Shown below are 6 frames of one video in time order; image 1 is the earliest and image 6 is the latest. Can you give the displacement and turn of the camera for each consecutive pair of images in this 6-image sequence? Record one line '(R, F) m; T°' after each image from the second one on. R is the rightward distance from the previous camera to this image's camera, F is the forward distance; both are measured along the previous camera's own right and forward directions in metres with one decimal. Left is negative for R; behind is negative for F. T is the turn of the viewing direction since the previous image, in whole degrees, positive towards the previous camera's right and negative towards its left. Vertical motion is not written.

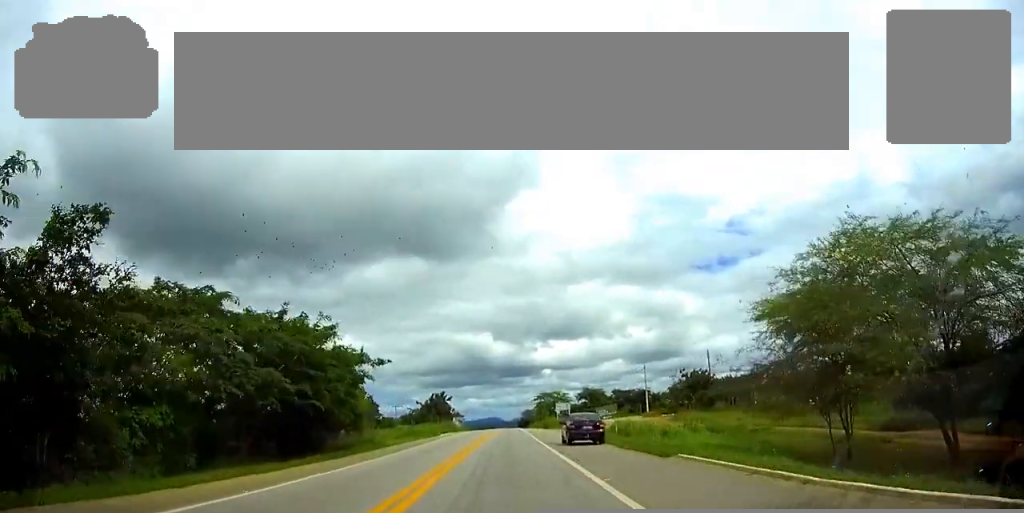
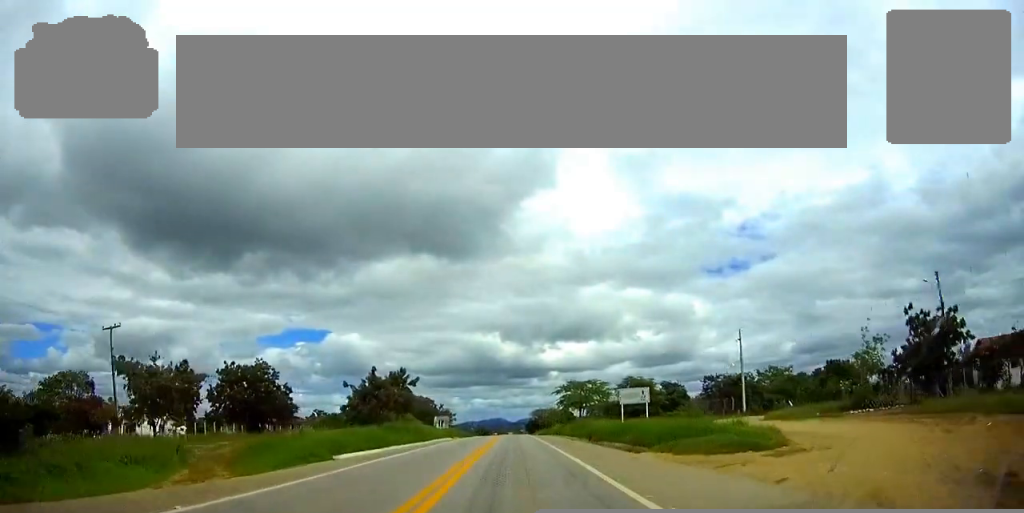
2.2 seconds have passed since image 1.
(0.0, +49.8) m; 0°
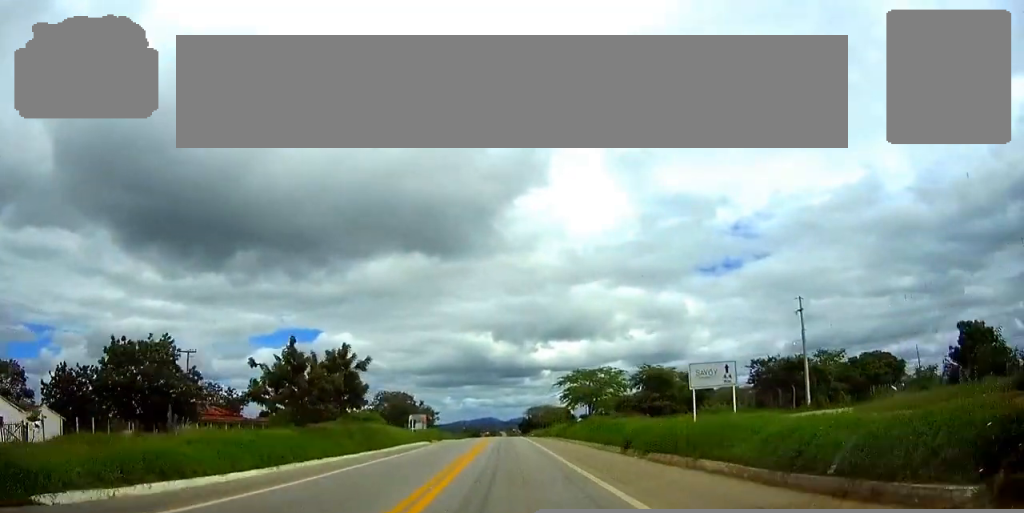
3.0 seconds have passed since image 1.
(0.0, +19.2) m; 0°
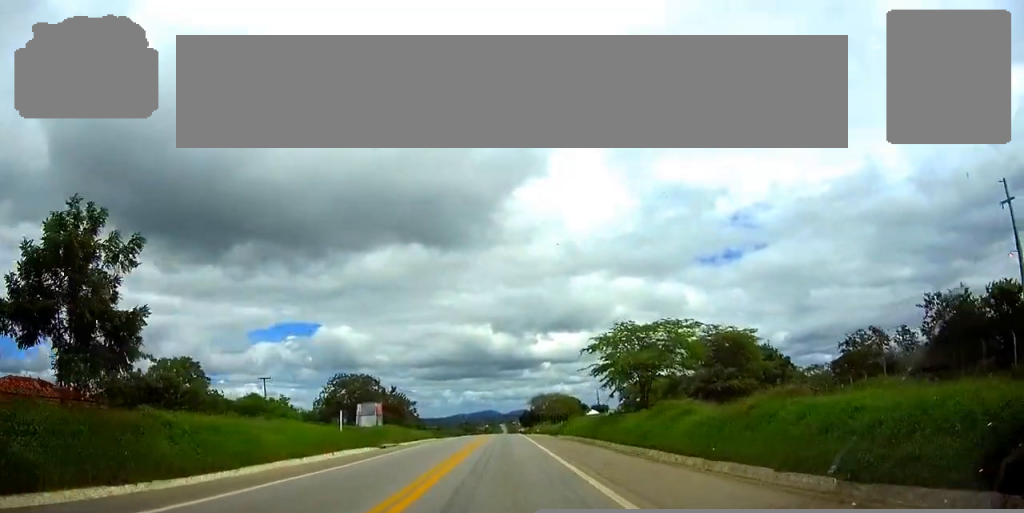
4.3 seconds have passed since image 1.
(+0.1, +30.2) m; 0°
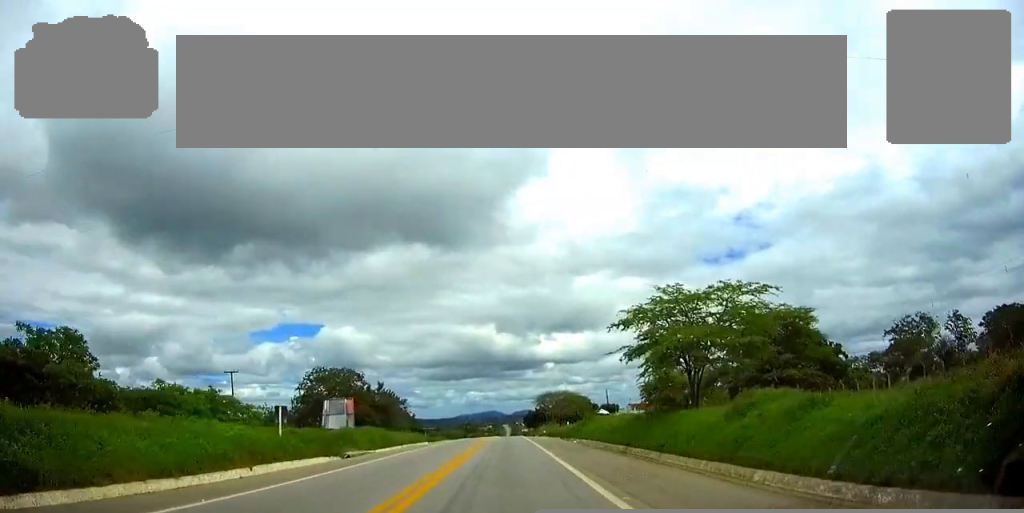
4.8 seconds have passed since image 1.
(0.0, +11.6) m; 0°
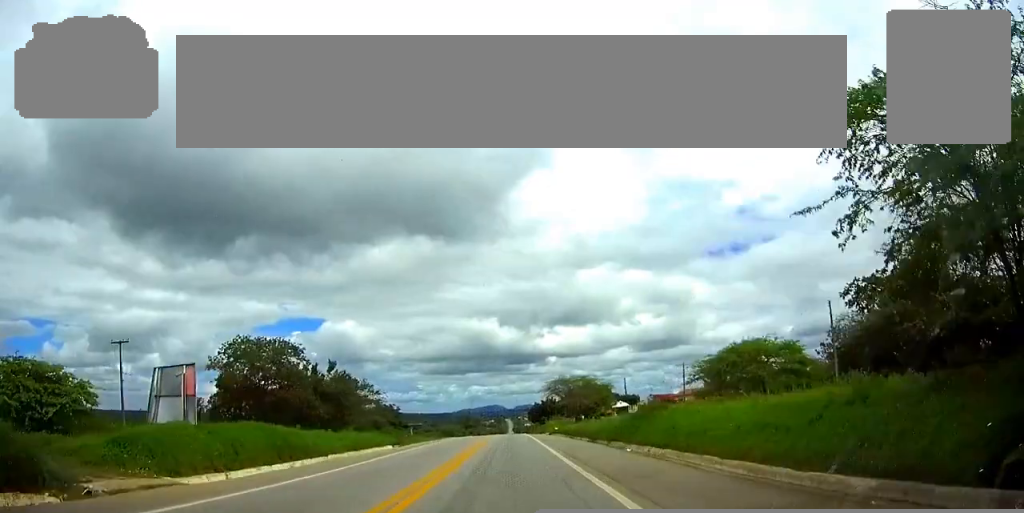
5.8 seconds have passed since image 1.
(0.0, +24.0) m; 0°
